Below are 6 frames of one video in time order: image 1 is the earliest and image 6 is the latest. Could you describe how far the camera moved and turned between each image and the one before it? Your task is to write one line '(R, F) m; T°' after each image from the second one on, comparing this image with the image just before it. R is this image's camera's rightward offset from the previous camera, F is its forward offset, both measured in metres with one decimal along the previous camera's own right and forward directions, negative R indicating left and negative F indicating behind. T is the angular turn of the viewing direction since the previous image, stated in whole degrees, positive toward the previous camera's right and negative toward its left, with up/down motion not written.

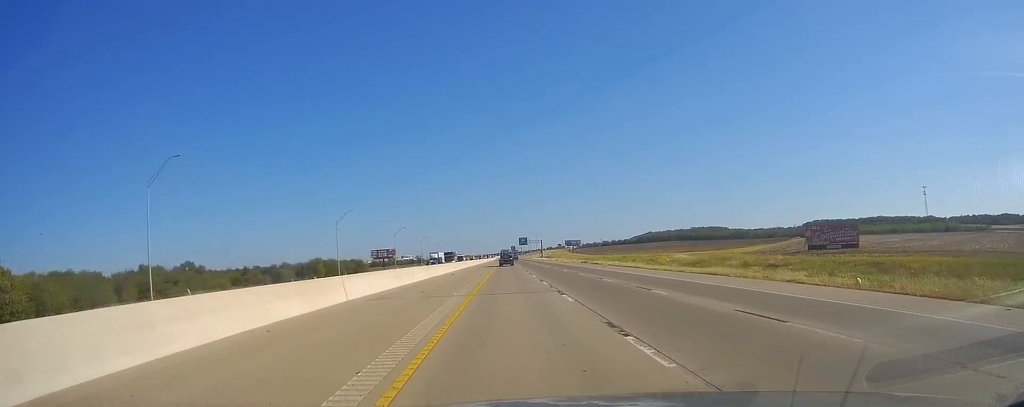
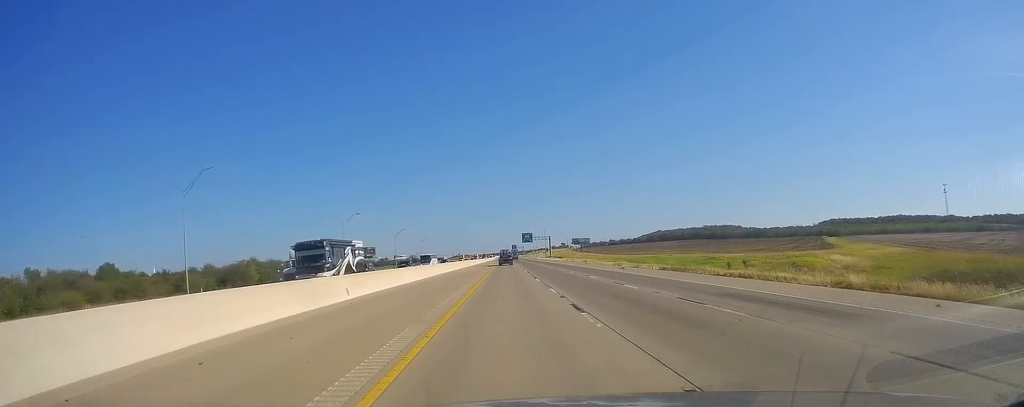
(-0.7, +55.9) m; 0°
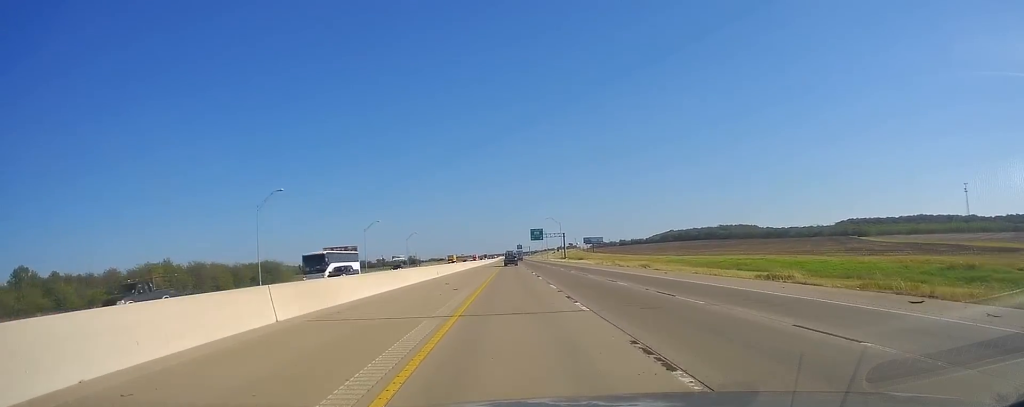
(+0.2, +44.5) m; 0°
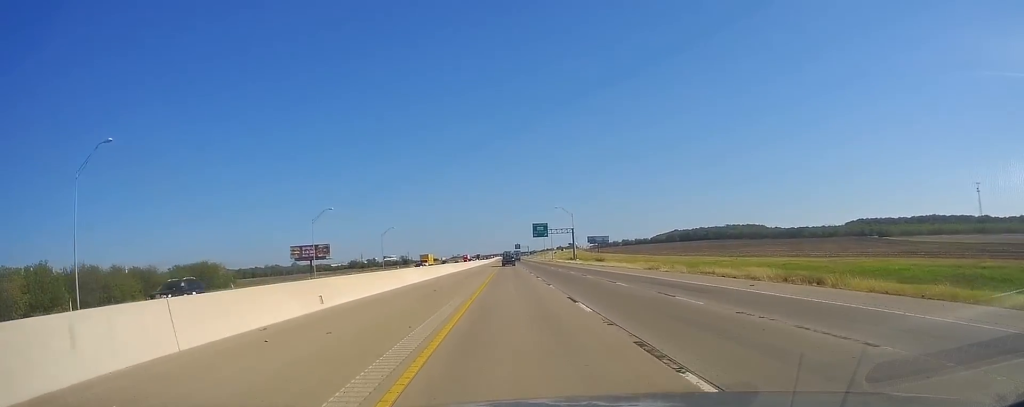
(-0.2, +36.5) m; -1°
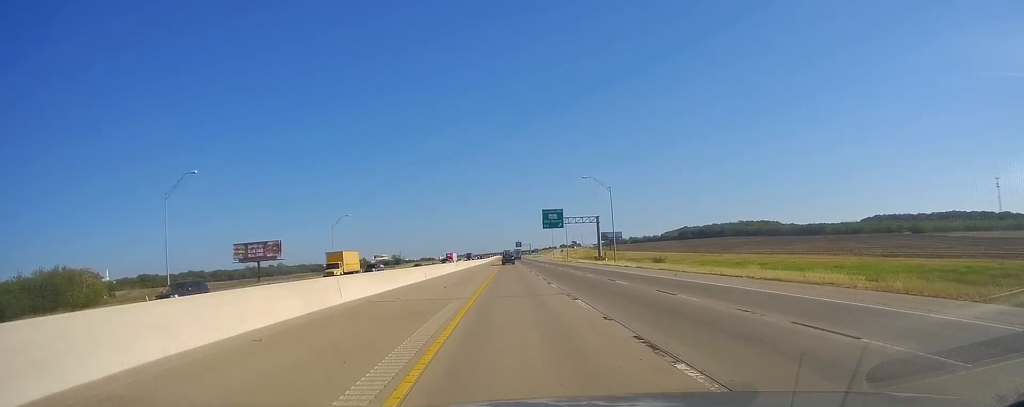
(-0.4, +48.0) m; 0°
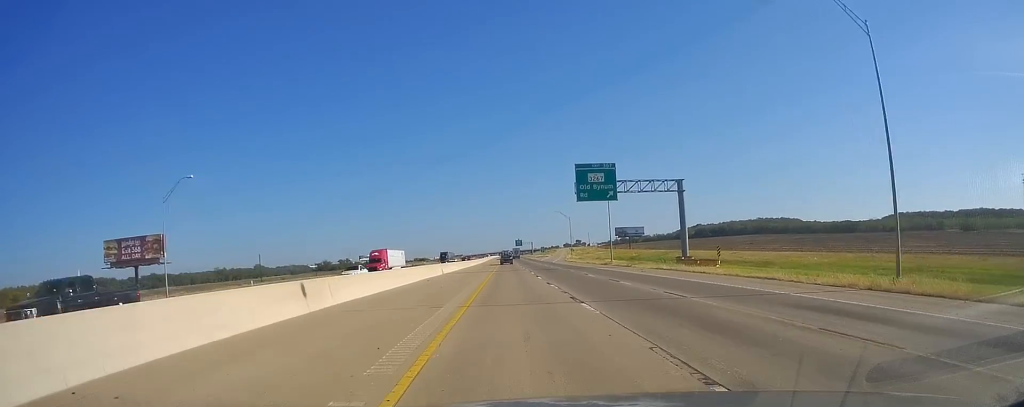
(+0.8, +62.3) m; +1°
